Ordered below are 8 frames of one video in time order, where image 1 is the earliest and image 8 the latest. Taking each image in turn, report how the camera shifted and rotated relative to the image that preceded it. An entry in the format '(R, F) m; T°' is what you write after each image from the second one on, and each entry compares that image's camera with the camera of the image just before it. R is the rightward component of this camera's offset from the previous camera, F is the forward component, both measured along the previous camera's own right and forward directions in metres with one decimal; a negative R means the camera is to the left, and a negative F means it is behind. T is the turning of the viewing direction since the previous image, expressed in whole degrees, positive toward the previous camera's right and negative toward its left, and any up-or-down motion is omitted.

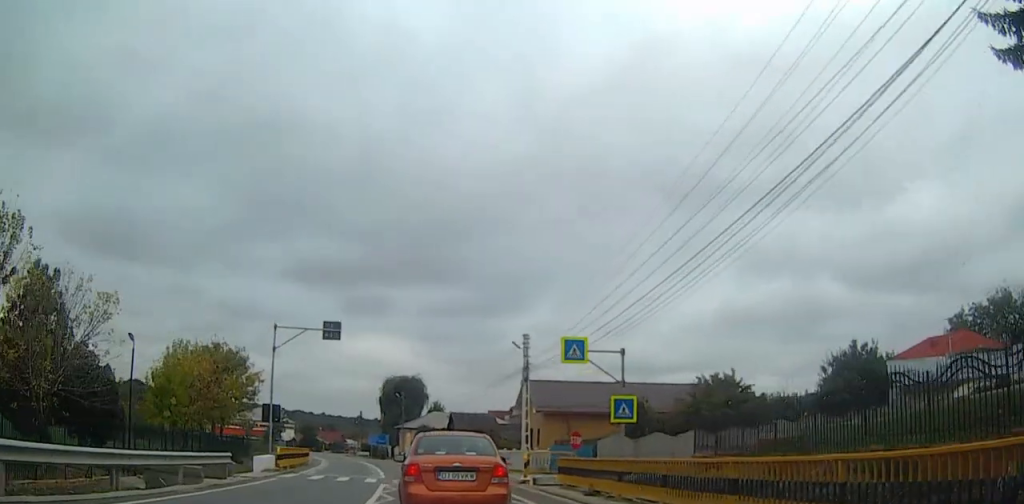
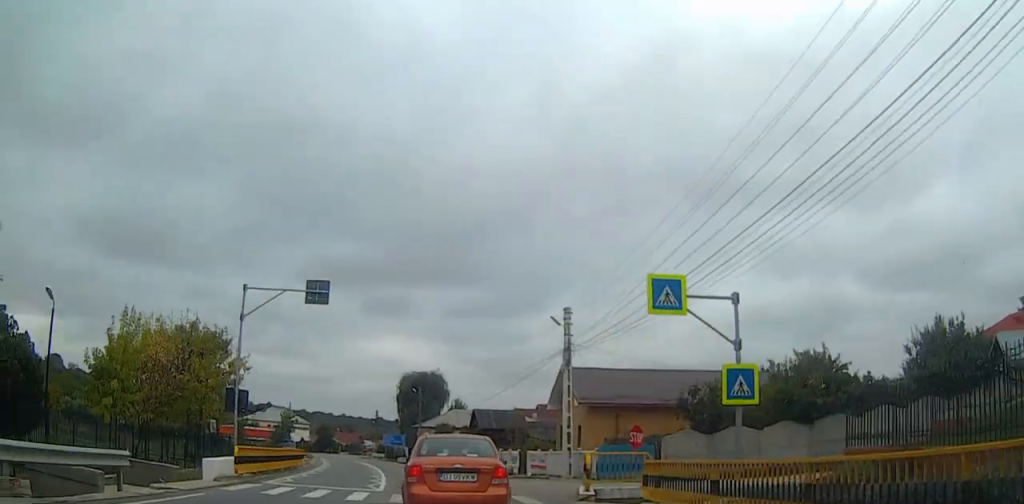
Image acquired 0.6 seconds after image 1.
(0.0, +7.4) m; -1°
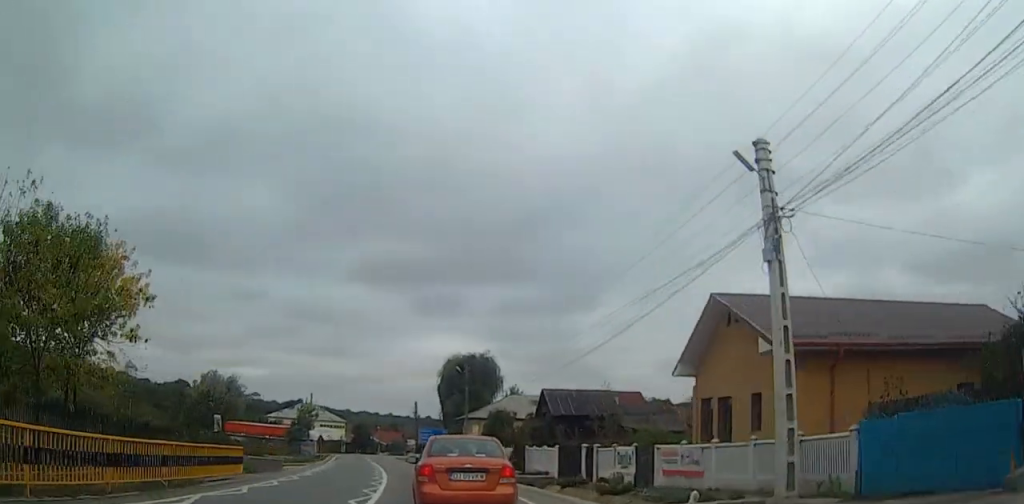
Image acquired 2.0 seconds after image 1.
(-2.0, +18.4) m; -13°
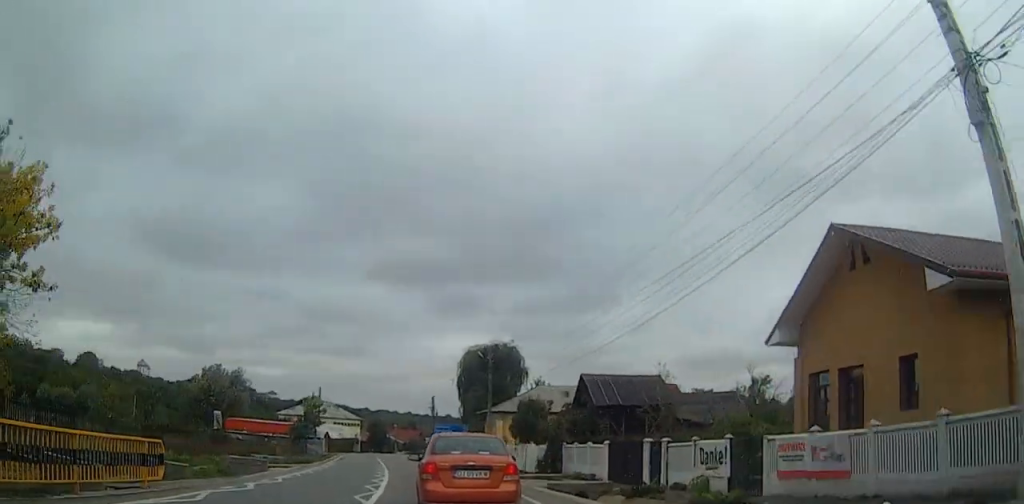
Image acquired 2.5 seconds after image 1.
(-0.5, +7.5) m; -4°
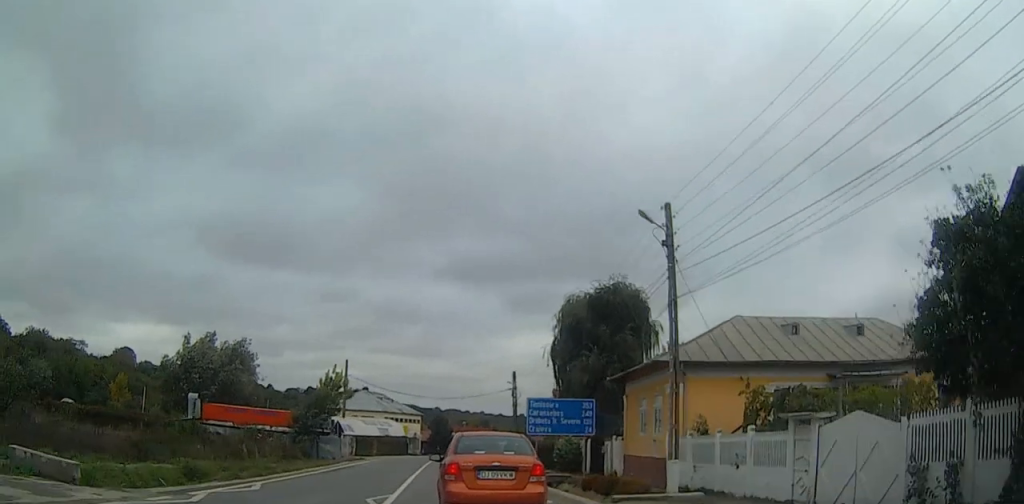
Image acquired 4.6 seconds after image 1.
(0.0, +31.2) m; 0°
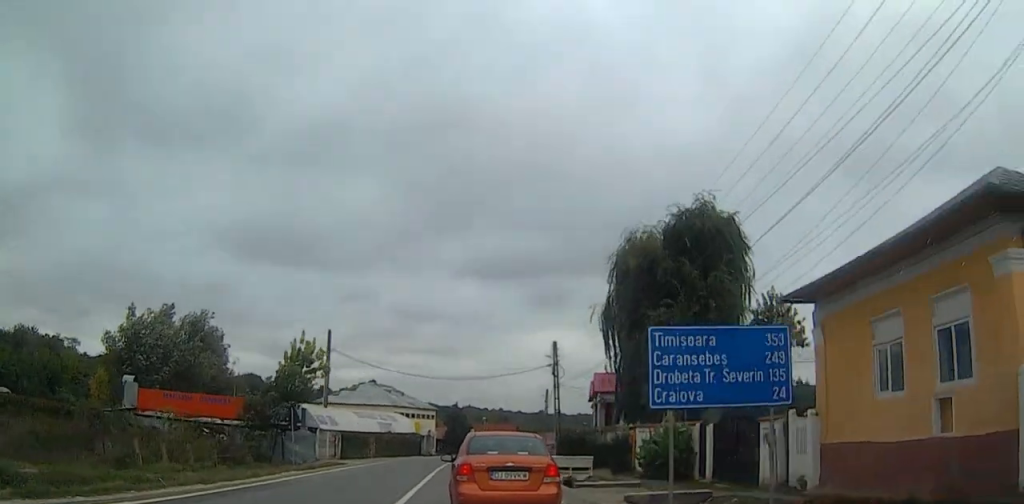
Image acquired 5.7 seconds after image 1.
(0.0, +17.8) m; 0°
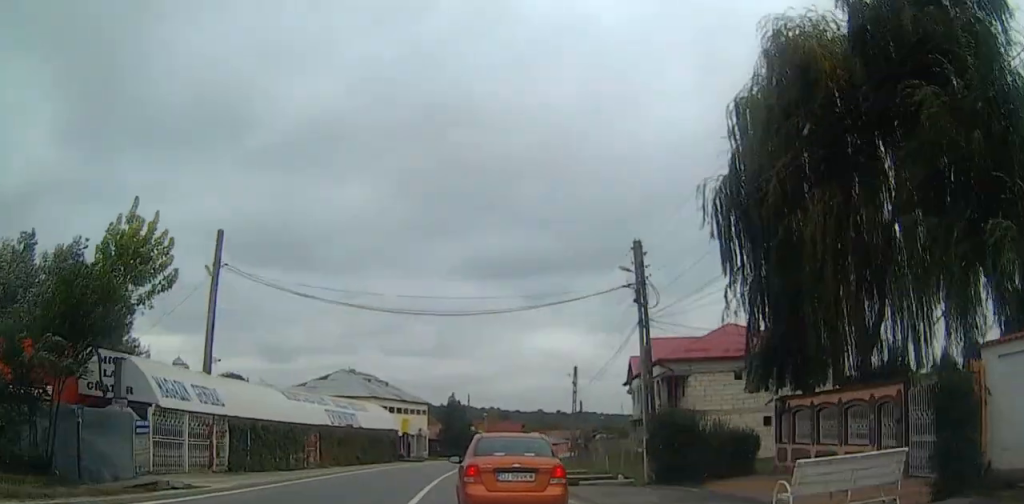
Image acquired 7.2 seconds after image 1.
(0.0, +25.4) m; 0°
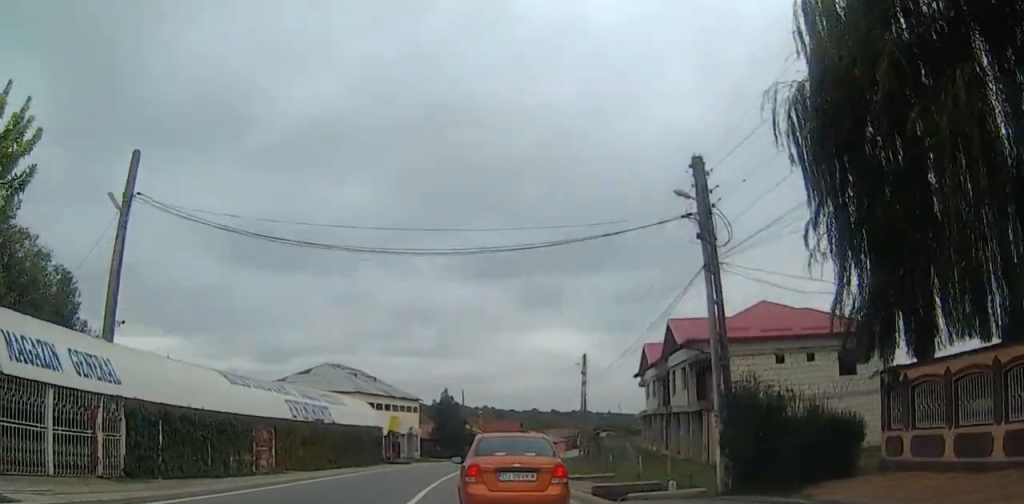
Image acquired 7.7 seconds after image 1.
(0.0, +8.3) m; 0°
